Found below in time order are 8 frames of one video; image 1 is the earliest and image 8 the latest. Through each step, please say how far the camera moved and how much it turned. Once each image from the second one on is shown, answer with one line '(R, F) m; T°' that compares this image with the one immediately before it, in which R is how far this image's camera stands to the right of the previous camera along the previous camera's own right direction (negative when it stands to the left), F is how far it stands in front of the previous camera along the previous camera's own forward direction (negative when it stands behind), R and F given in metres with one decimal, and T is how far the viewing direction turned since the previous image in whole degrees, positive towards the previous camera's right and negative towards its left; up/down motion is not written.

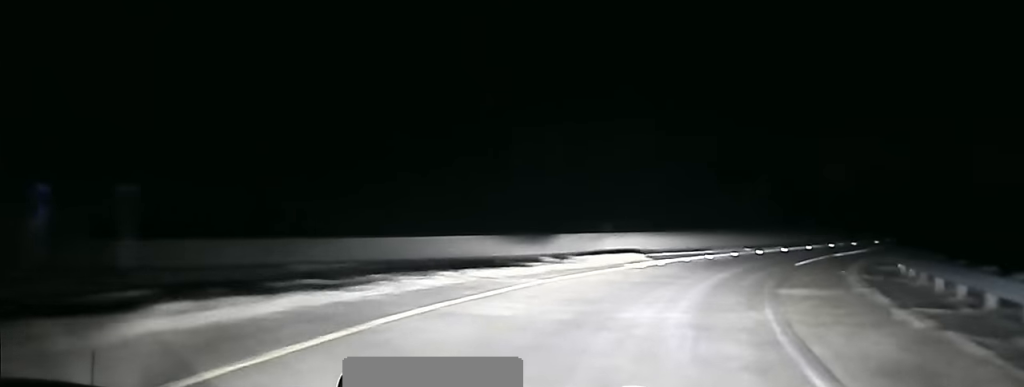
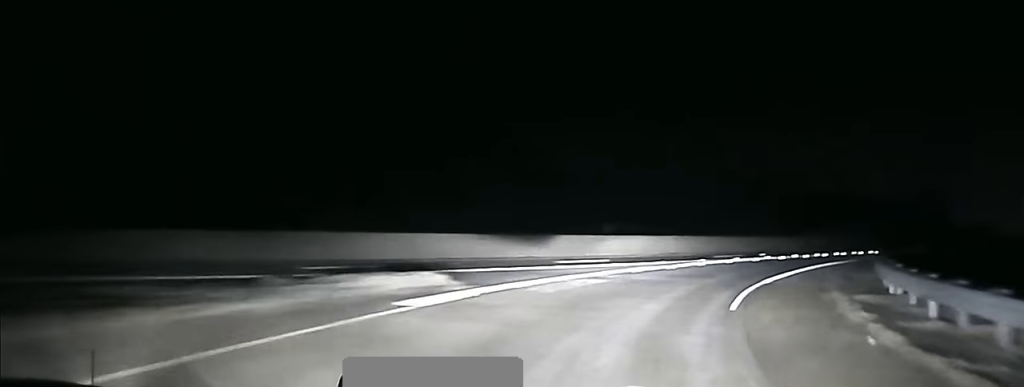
(+1.2, +14.7) m; +10°
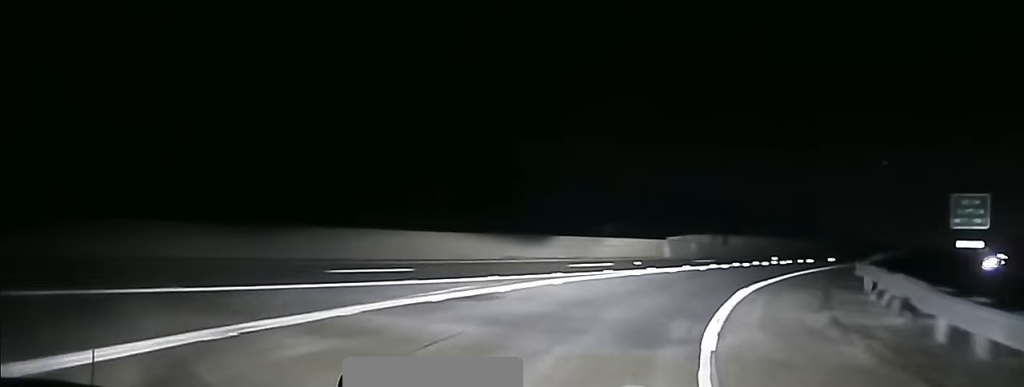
(+1.5, +13.9) m; +10°
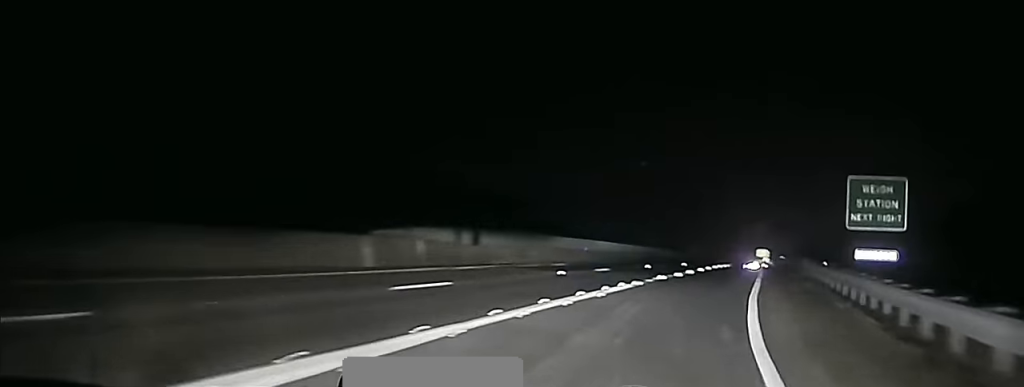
(+4.3, +27.7) m; +13°
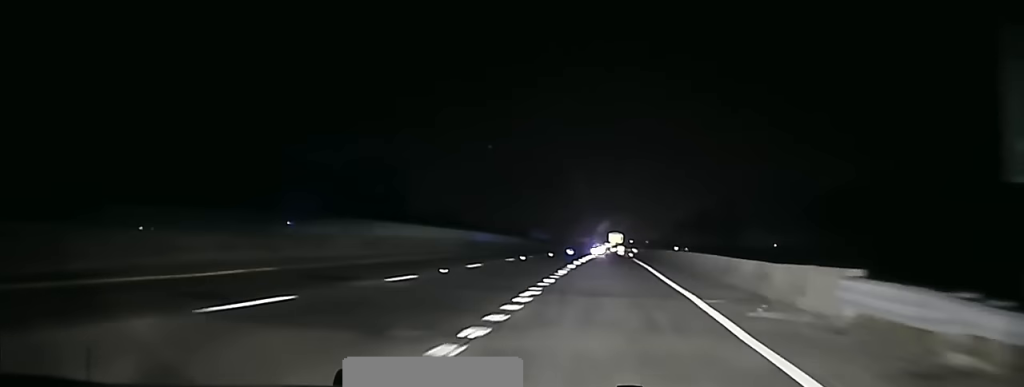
(+1.2, +27.4) m; +5°
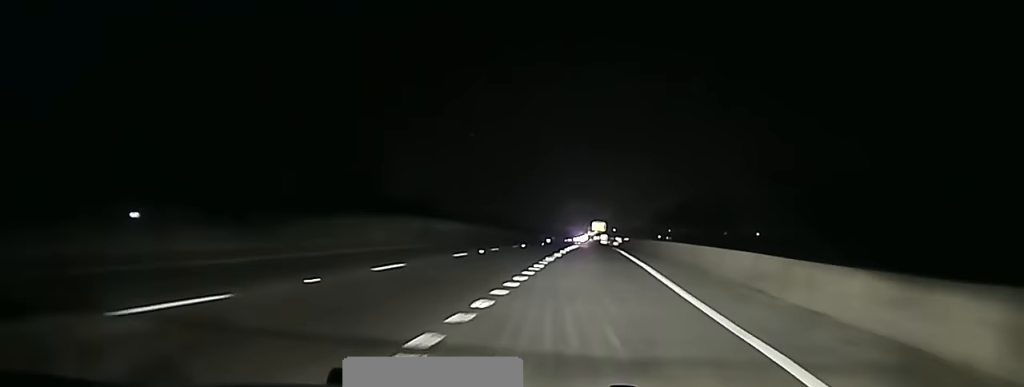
(+0.3, +11.5) m; +1°
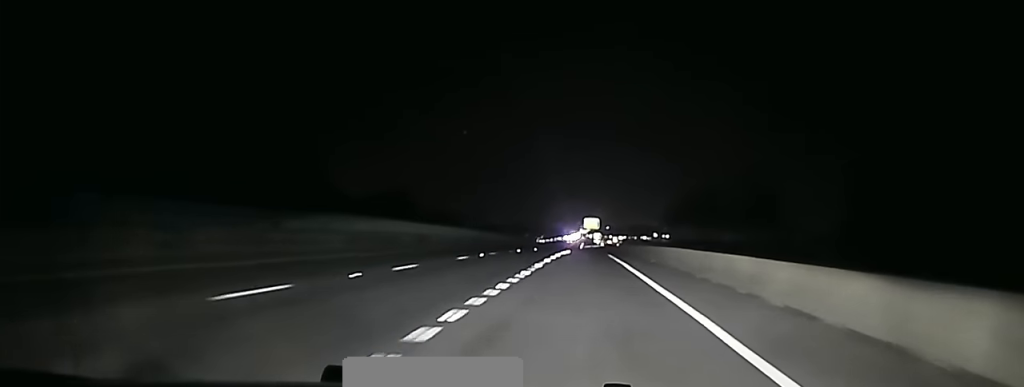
(+0.4, +38.9) m; 0°
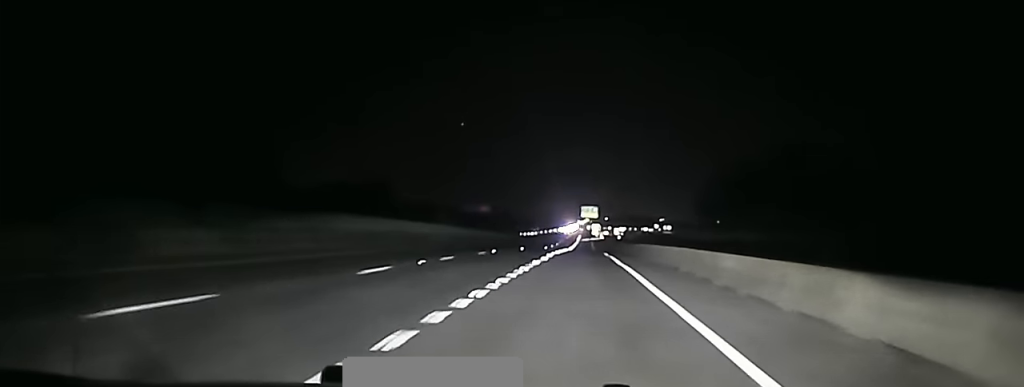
(0.0, +43.8) m; 0°
